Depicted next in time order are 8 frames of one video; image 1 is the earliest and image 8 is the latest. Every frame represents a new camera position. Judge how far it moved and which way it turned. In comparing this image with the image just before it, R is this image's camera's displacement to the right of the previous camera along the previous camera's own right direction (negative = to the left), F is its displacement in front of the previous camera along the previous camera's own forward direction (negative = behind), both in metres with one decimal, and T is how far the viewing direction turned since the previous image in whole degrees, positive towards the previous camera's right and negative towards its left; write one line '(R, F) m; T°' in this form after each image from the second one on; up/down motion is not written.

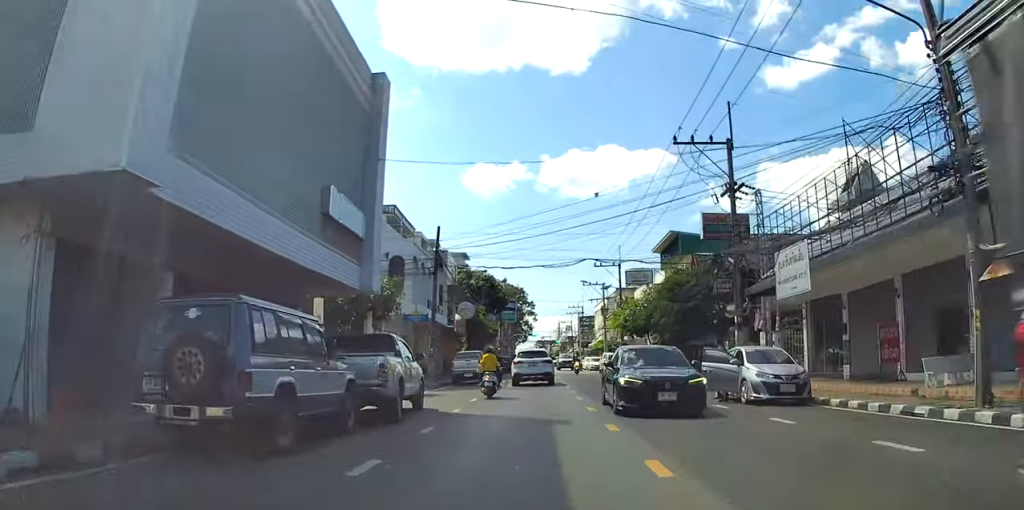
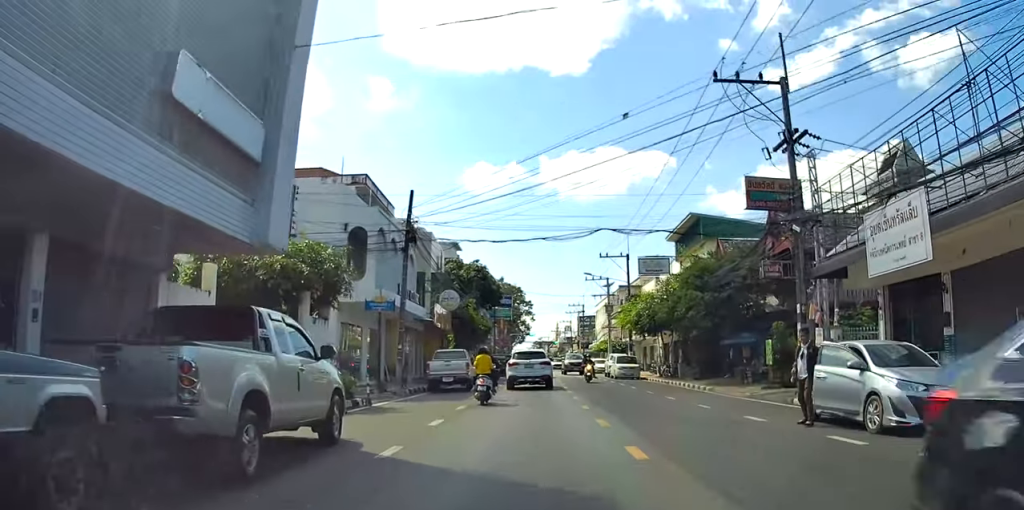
(0.0, +6.2) m; +3°
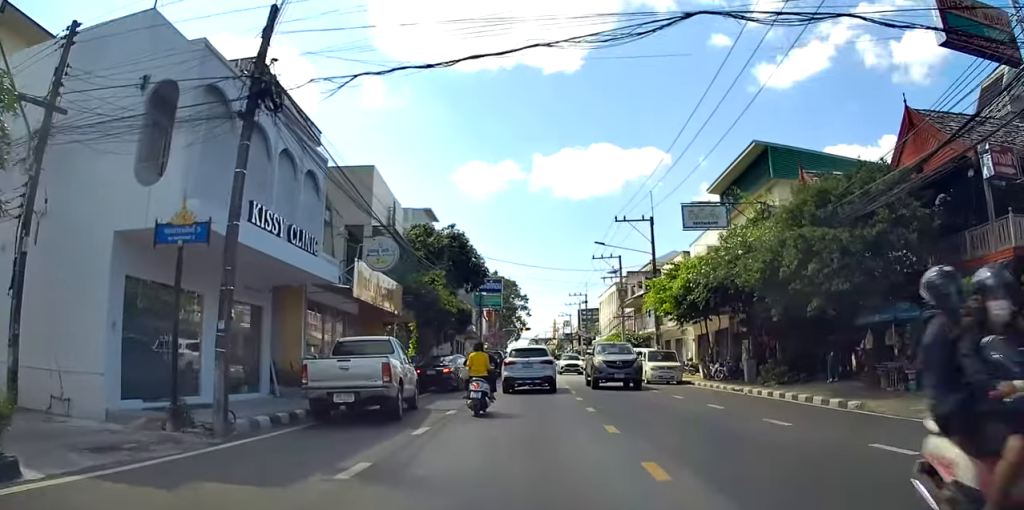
(+0.8, +12.2) m; +7°
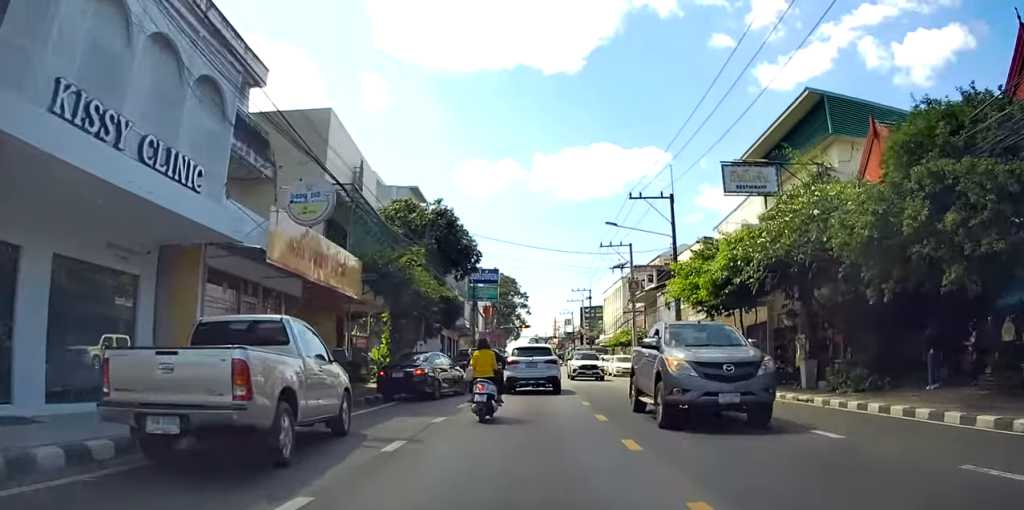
(+0.1, +5.5) m; +2°
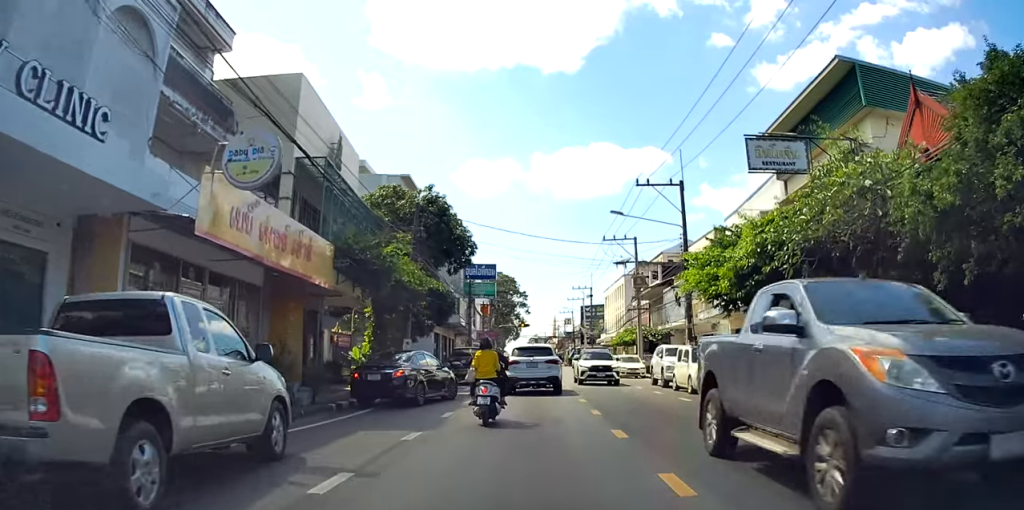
(0.0, +2.4) m; +1°
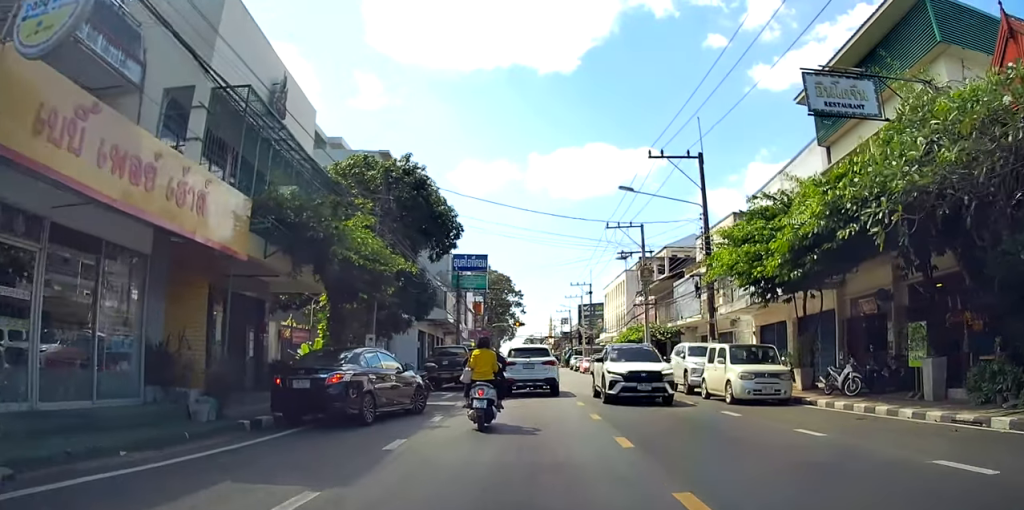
(0.0, +4.2) m; +2°
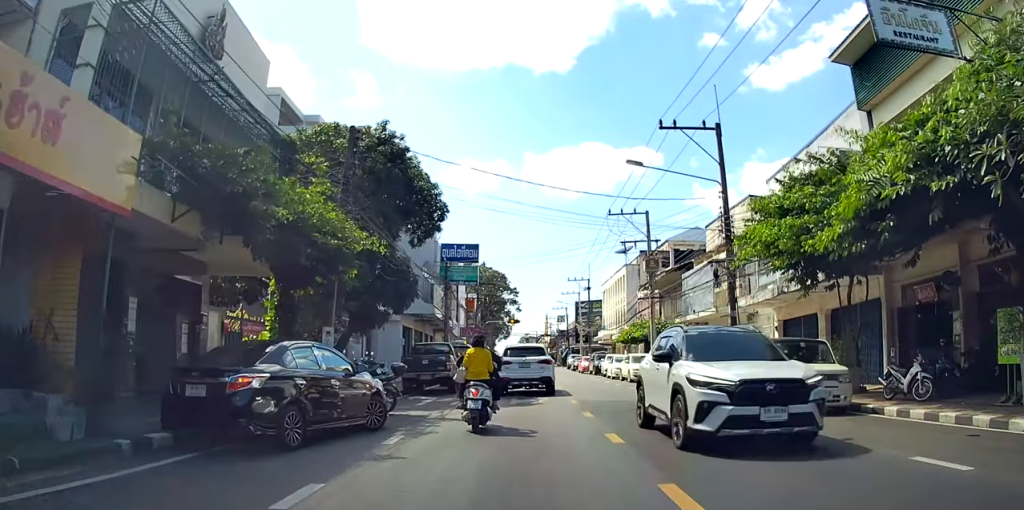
(0.0, +3.3) m; +2°
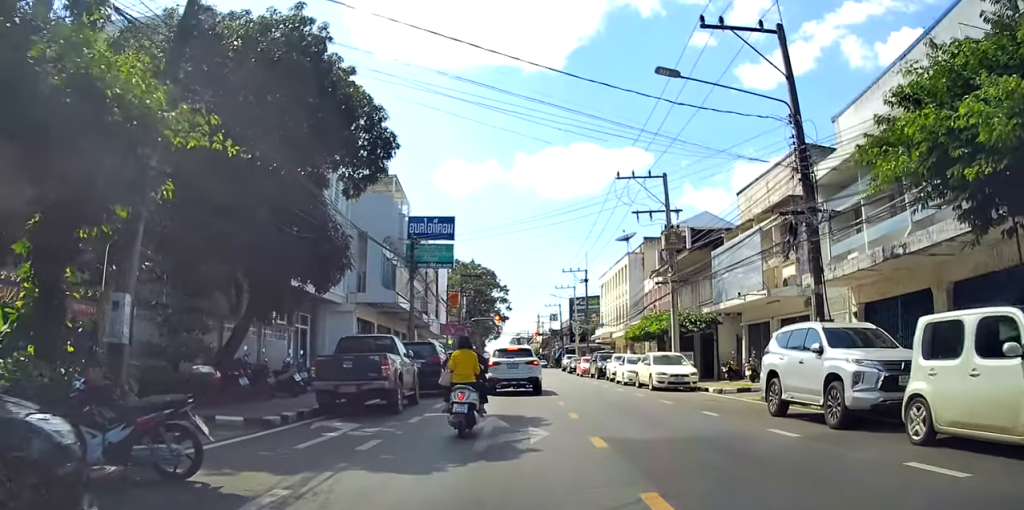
(+0.4, +7.4) m; +4°
